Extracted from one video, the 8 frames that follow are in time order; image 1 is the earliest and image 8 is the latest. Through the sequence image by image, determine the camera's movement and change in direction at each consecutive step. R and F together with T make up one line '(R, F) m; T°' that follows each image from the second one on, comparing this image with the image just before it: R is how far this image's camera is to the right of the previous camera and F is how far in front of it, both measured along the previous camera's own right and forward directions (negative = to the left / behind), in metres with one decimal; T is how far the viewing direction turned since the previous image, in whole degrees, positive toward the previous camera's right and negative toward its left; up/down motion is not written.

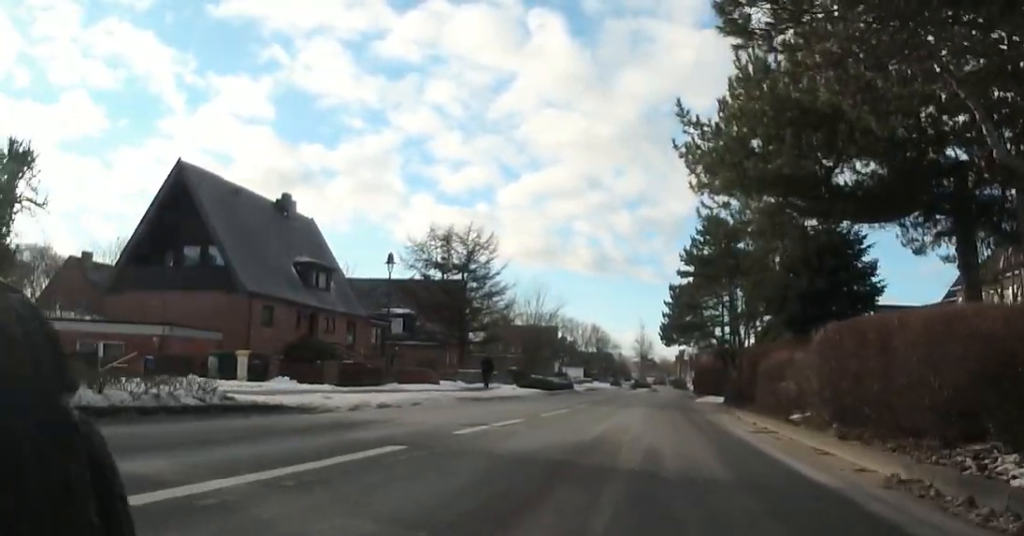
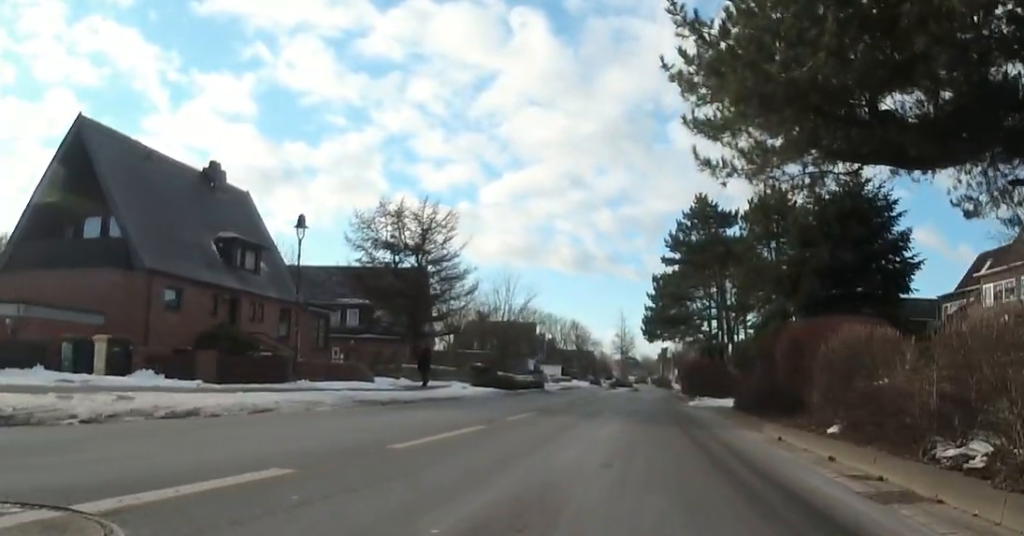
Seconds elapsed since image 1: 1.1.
(-0.4, +5.7) m; +1°
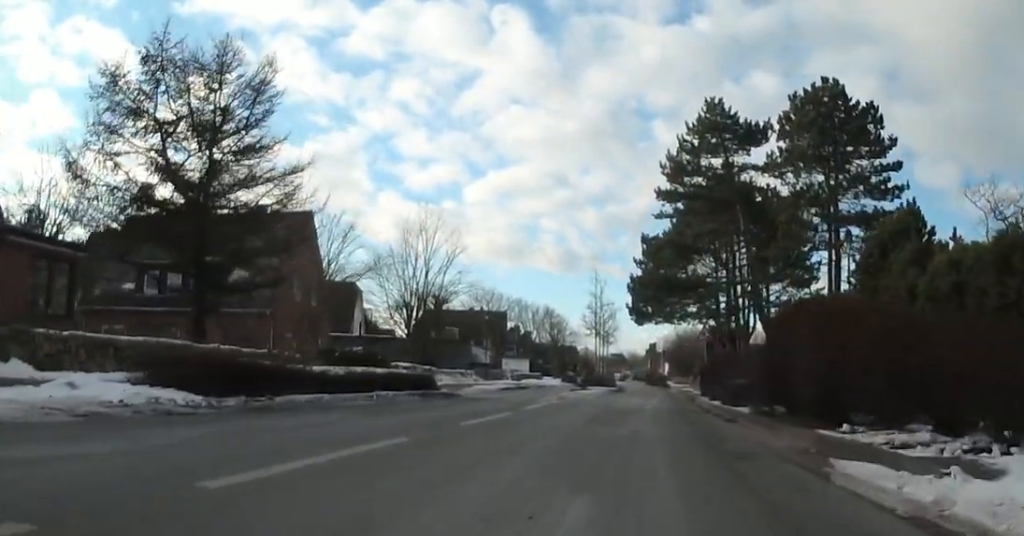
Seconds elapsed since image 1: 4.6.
(+0.7, +19.2) m; -2°
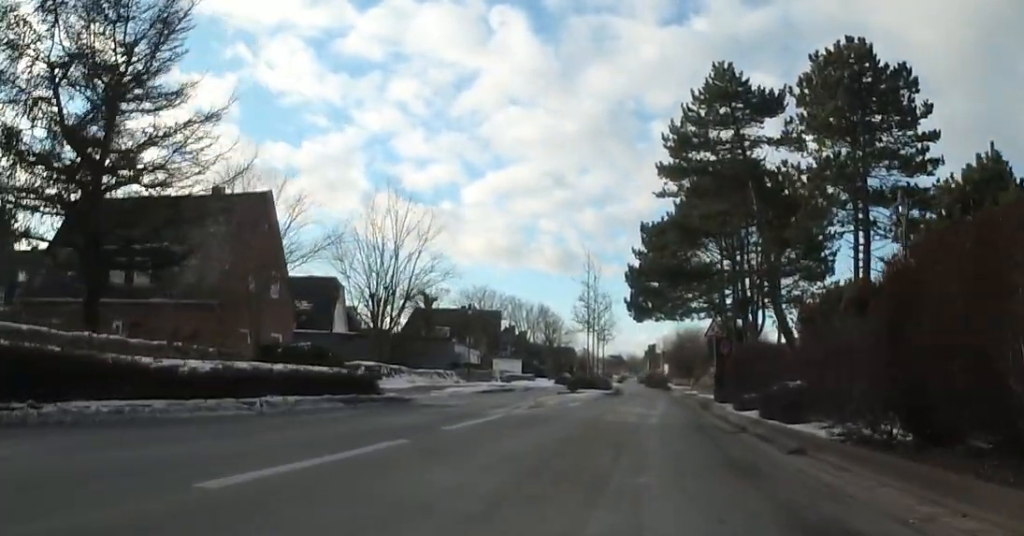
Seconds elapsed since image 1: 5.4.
(-1.0, +4.7) m; 0°
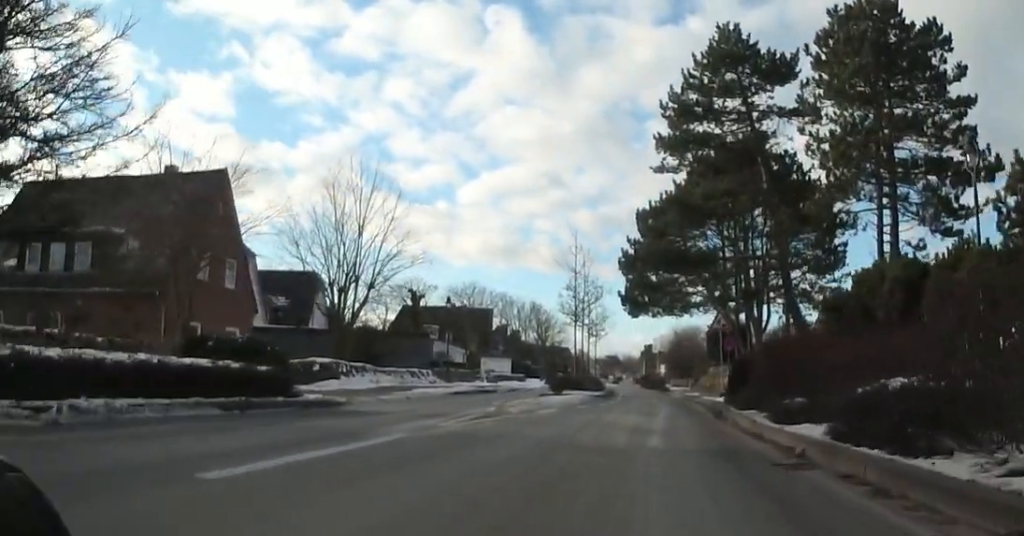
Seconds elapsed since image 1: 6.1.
(0.0, +4.0) m; +1°
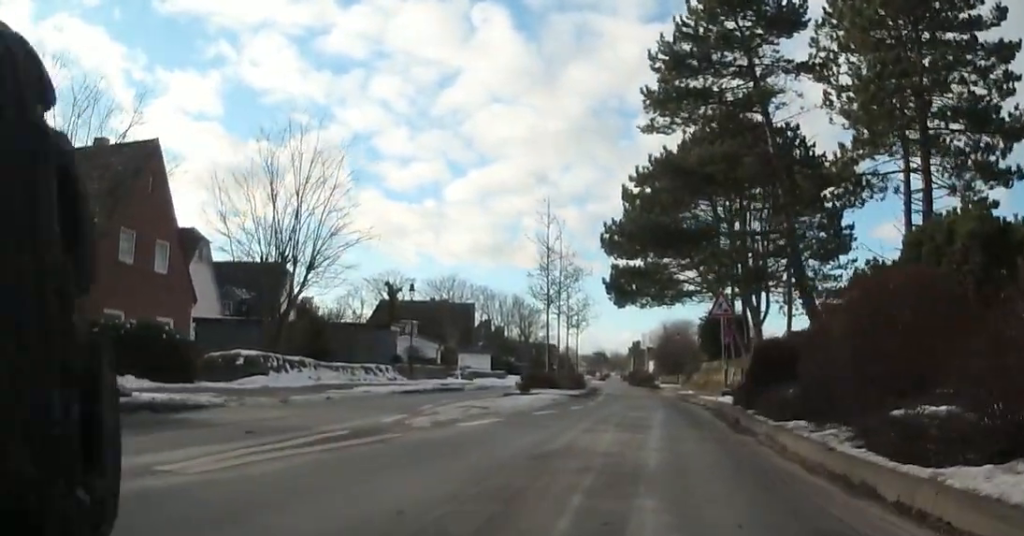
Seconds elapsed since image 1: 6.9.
(+0.8, +4.3) m; +2°
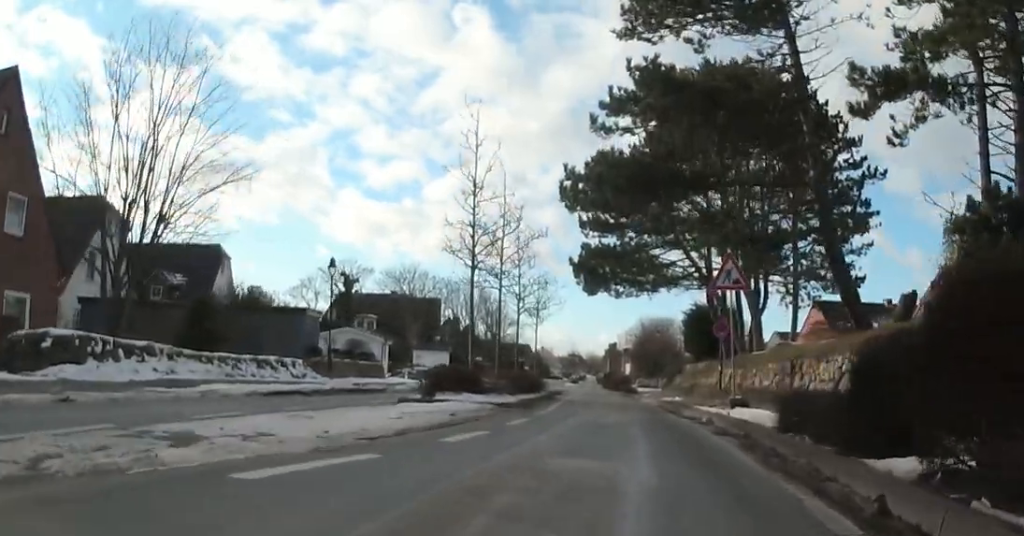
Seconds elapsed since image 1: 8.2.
(-0.9, +7.0) m; 0°
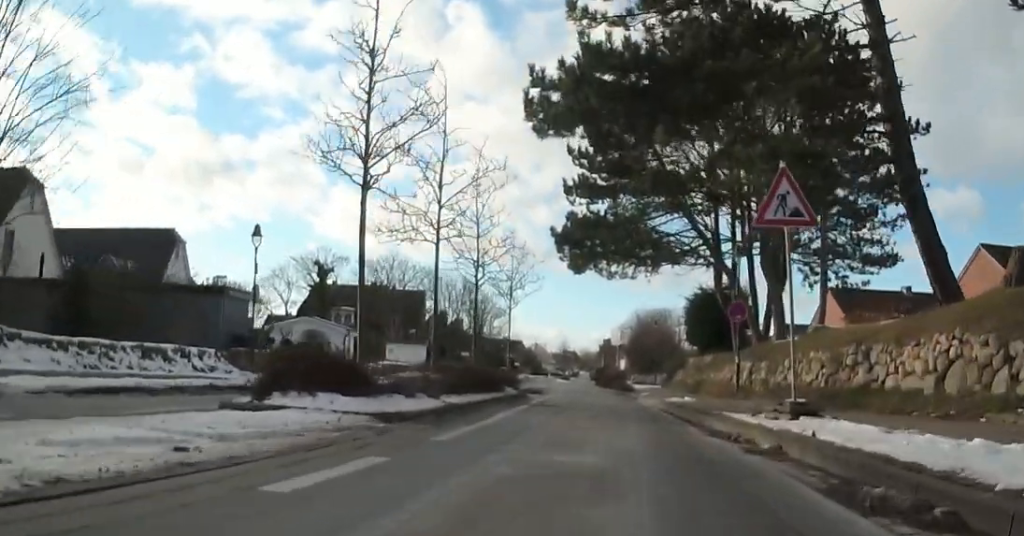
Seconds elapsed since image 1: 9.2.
(+0.8, +5.9) m; +7°
